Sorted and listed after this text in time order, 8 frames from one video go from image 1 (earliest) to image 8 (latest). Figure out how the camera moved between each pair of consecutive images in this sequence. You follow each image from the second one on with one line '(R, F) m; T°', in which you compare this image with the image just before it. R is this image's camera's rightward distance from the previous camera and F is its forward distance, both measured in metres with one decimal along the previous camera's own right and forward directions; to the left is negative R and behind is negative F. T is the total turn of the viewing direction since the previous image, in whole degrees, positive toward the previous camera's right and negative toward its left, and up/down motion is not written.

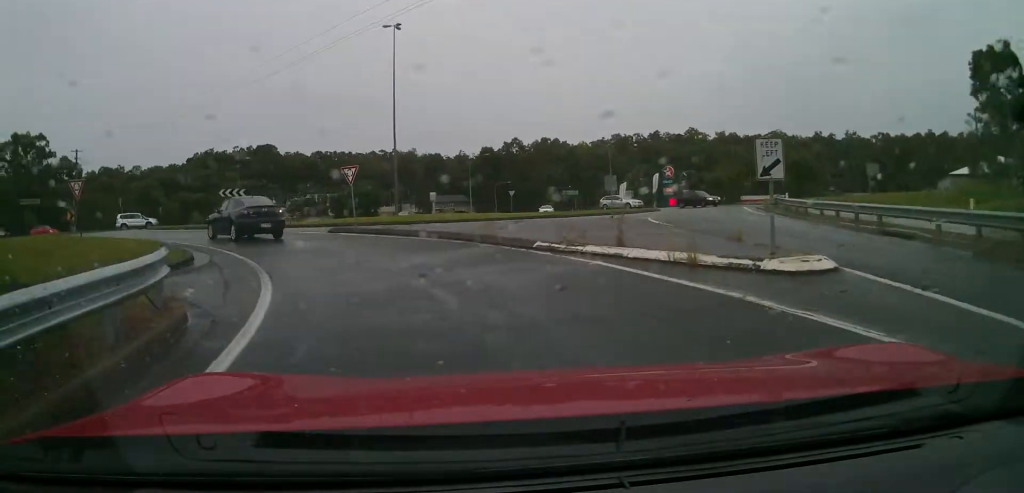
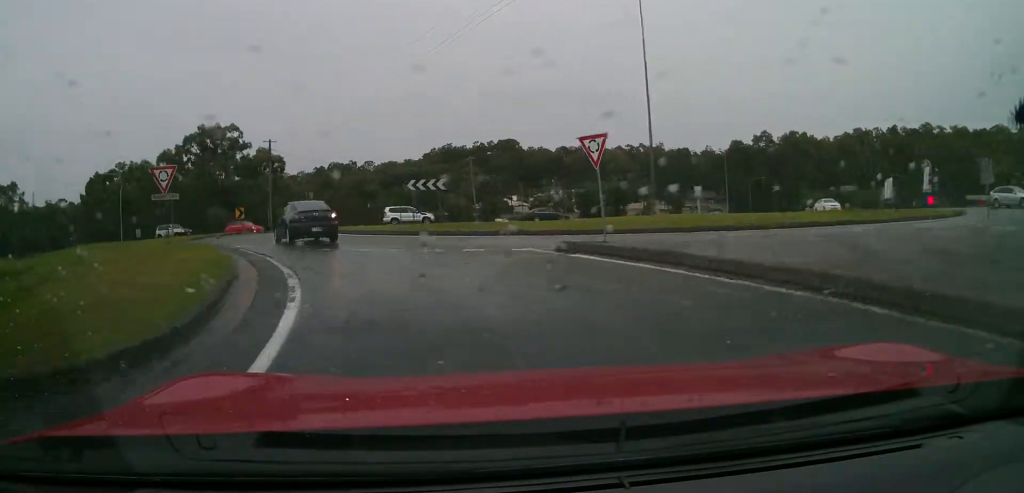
(-1.1, +10.0) m; -24°
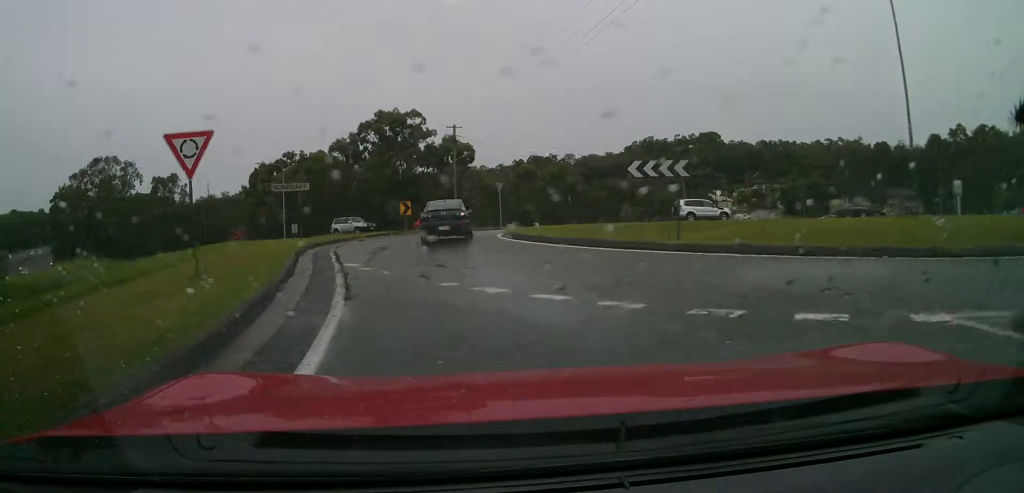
(-2.3, +8.5) m; -20°
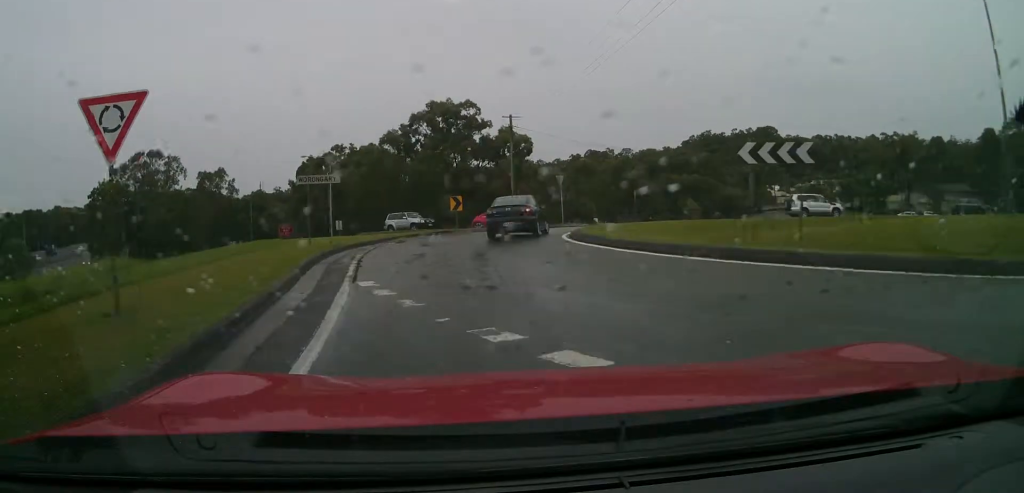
(-0.2, +4.0) m; -3°
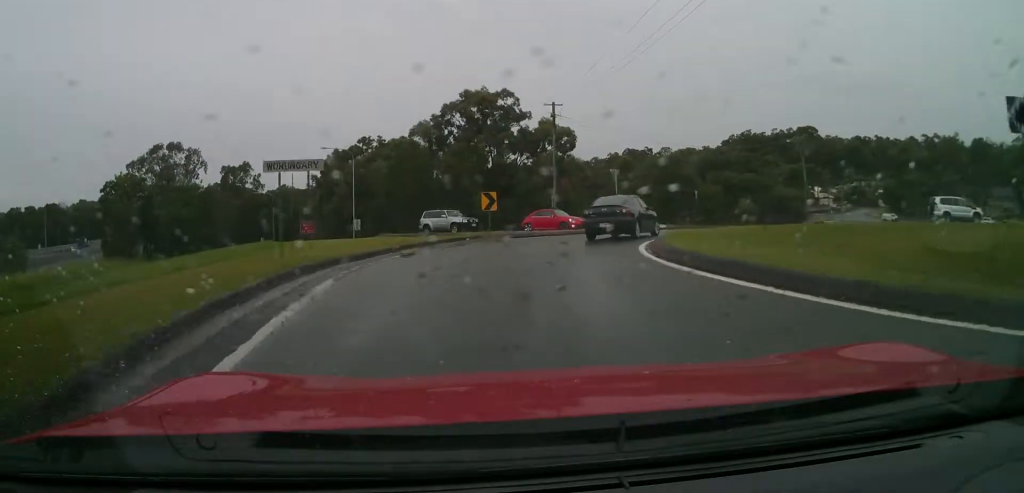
(-0.2, +6.5) m; -2°
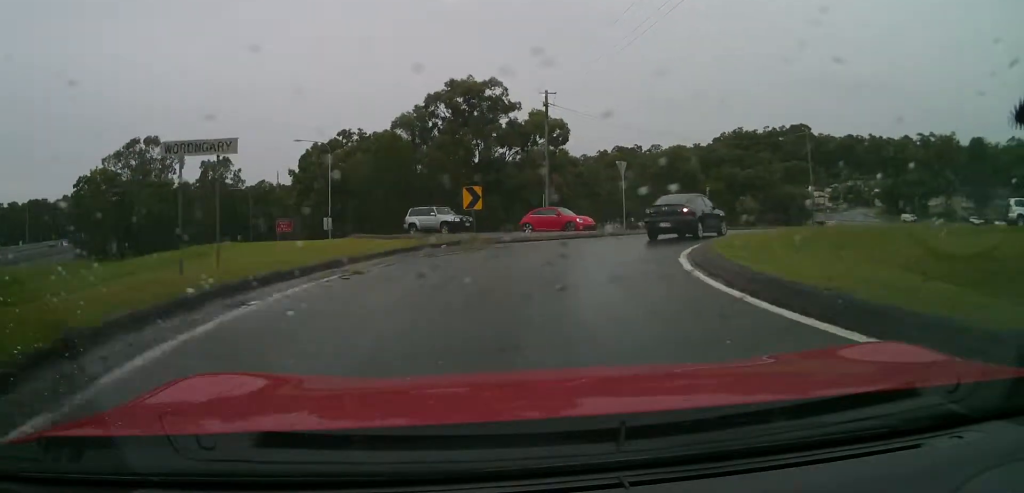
(-0.1, +4.8) m; +3°
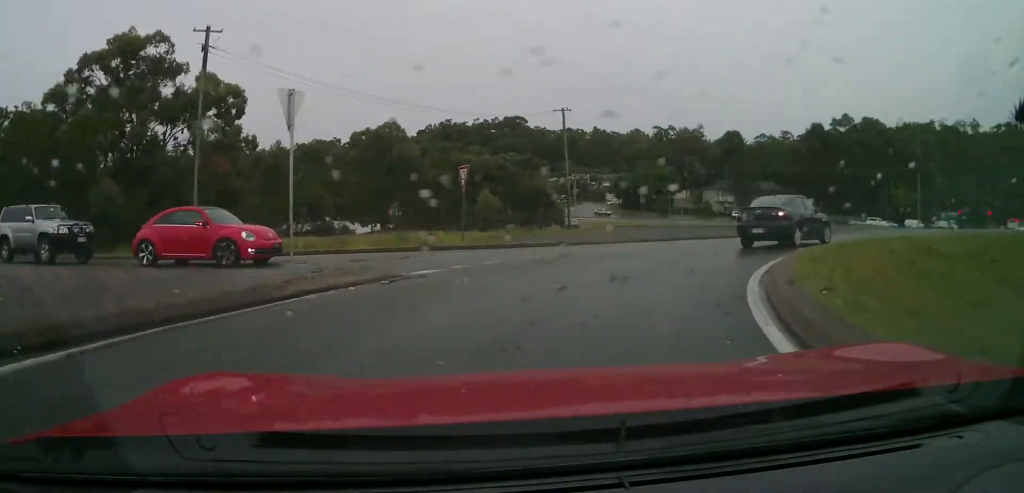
(+2.8, +16.7) m; +27°
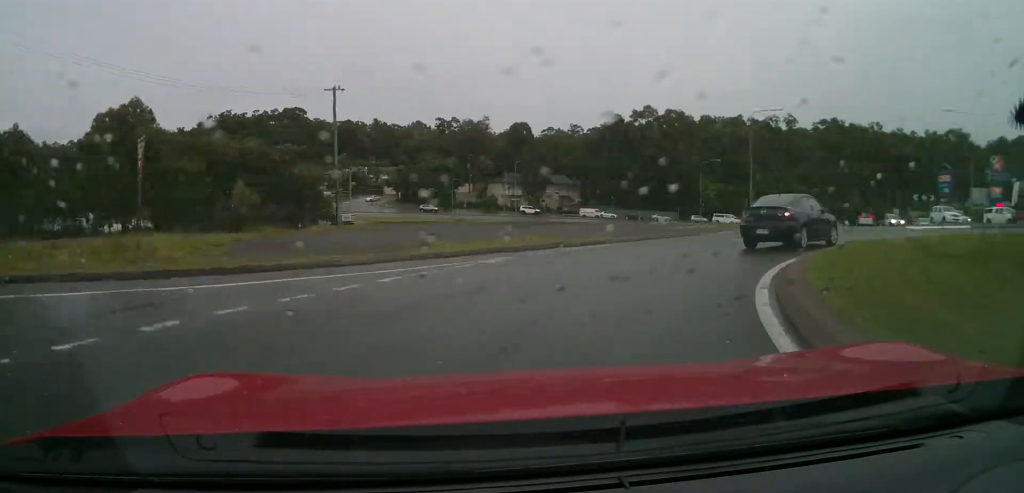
(+1.2, +7.9) m; +21°
